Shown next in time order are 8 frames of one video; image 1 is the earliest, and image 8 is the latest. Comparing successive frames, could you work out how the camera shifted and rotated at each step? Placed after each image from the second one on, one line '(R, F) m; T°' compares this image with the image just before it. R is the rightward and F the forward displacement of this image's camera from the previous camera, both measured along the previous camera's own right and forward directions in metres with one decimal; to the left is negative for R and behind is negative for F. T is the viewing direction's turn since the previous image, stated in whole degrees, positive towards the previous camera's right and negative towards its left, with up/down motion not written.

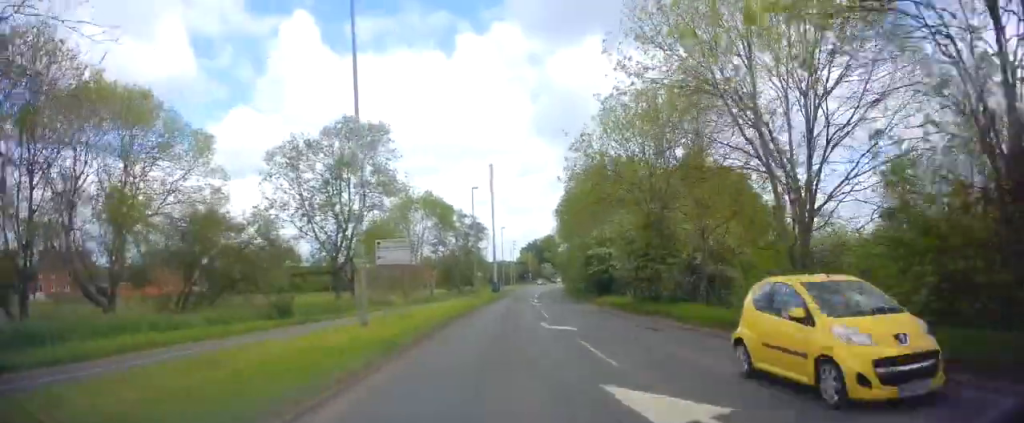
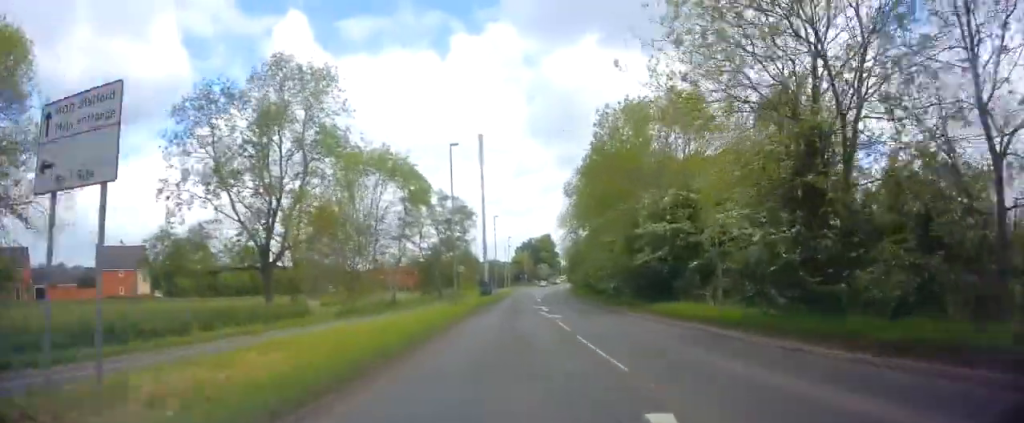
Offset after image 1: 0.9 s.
(+0.2, +17.1) m; +2°
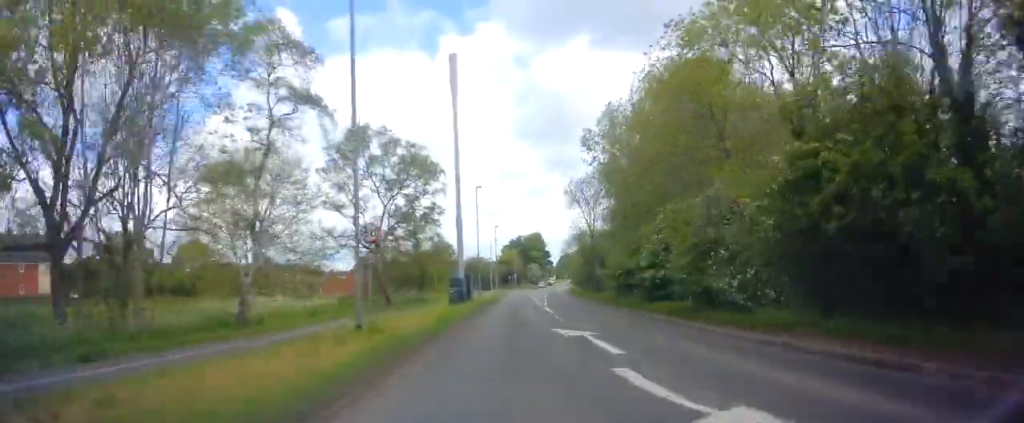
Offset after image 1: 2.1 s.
(+0.3, +22.4) m; +1°
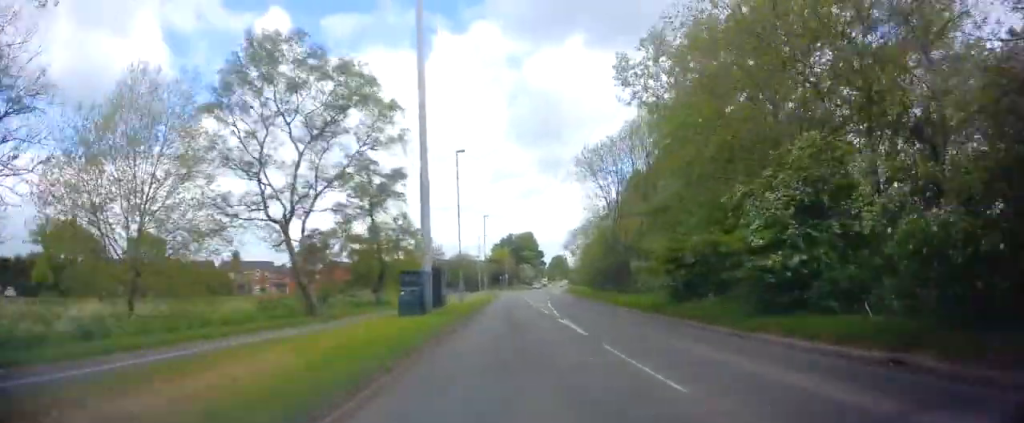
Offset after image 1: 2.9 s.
(0.0, +13.9) m; 0°
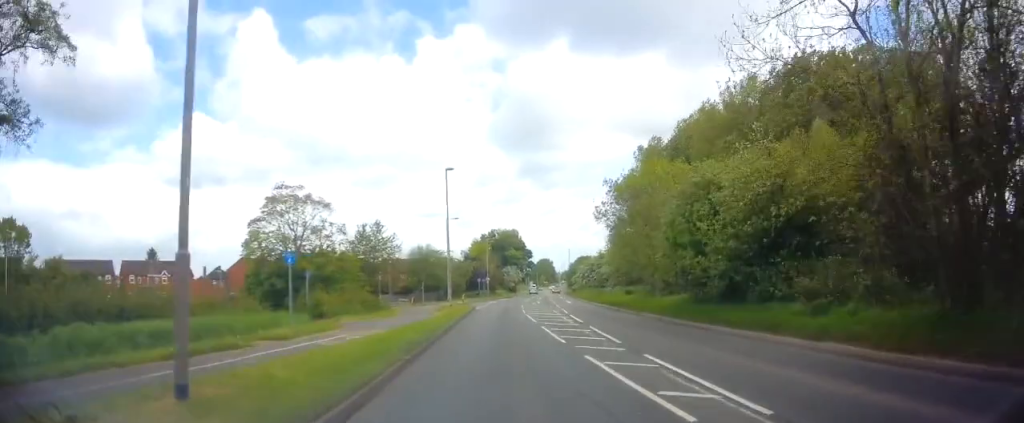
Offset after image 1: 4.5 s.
(+0.8, +31.2) m; +2°
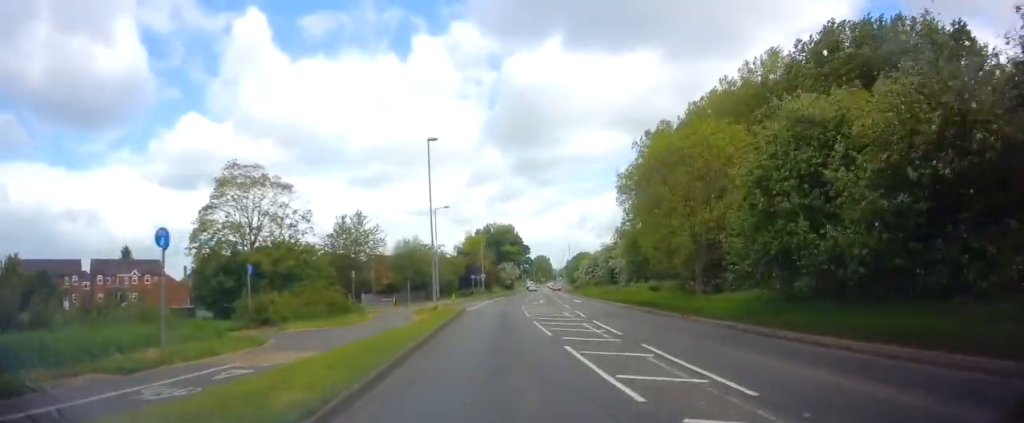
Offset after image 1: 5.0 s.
(0.0, +7.9) m; 0°
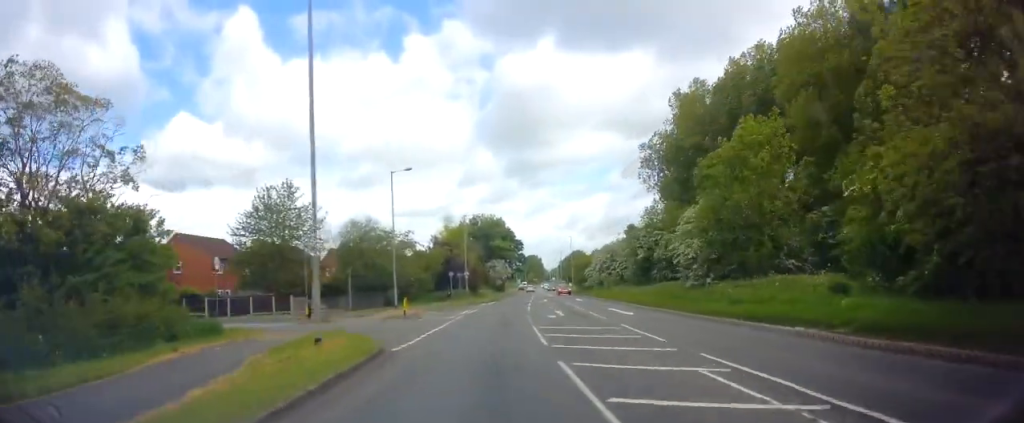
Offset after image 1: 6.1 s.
(-0.1, +20.3) m; +1°
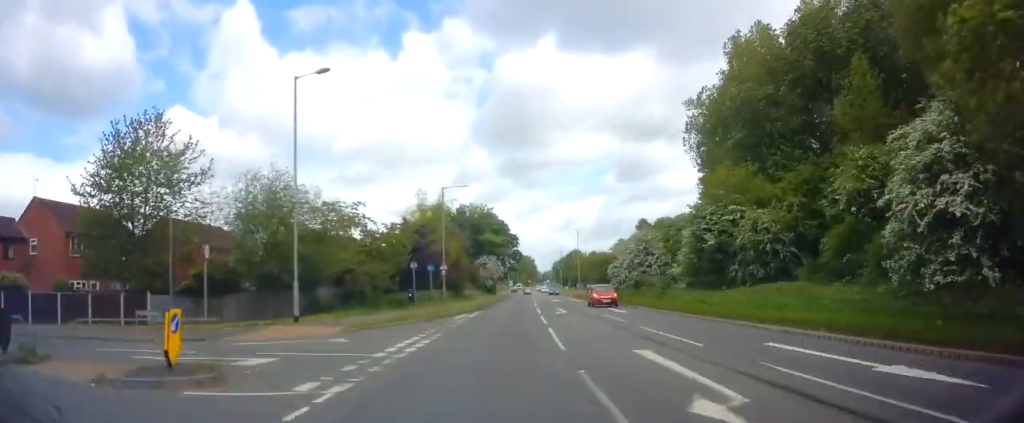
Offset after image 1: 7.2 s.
(+0.3, +19.5) m; +2°
